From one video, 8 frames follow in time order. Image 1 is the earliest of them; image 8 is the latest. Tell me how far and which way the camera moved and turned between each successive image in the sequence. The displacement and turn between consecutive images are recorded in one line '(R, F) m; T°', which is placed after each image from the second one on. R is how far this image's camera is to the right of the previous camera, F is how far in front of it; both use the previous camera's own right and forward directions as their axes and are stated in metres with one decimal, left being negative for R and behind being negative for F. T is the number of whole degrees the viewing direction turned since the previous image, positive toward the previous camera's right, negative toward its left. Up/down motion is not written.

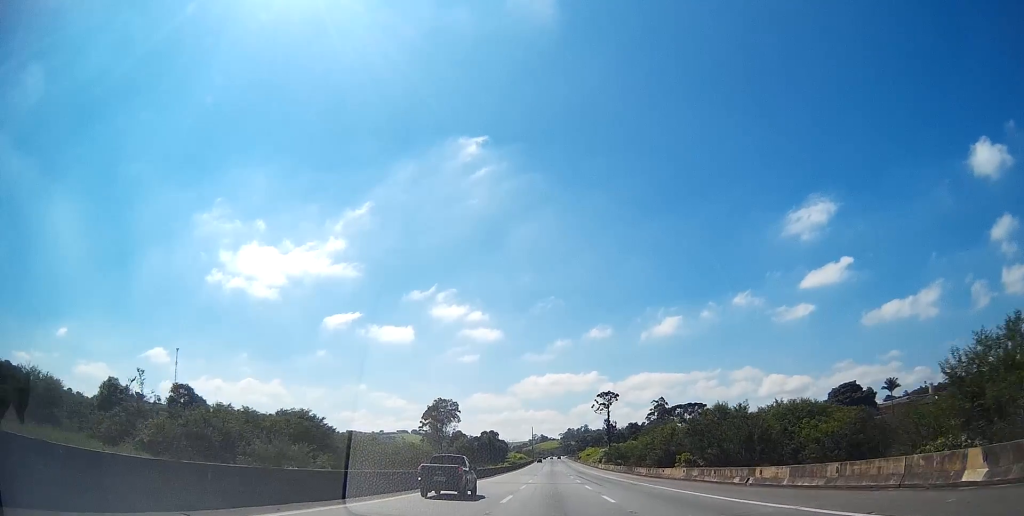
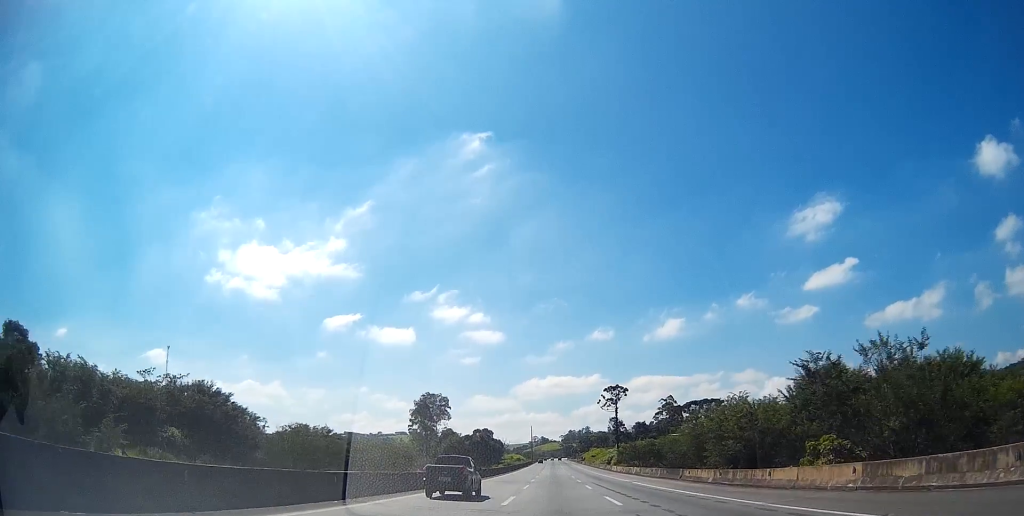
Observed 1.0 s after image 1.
(0.0, +25.0) m; 0°
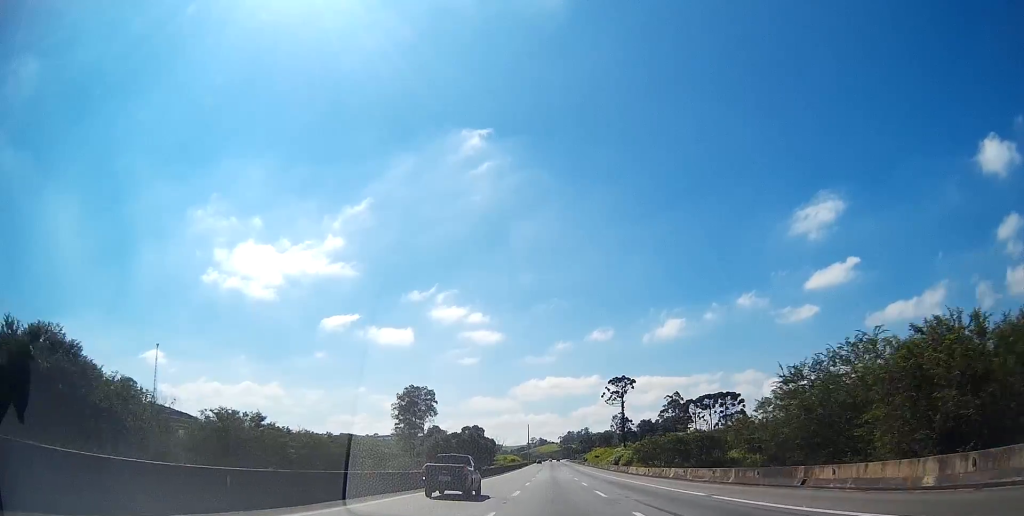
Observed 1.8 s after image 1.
(0.0, +22.3) m; 0°
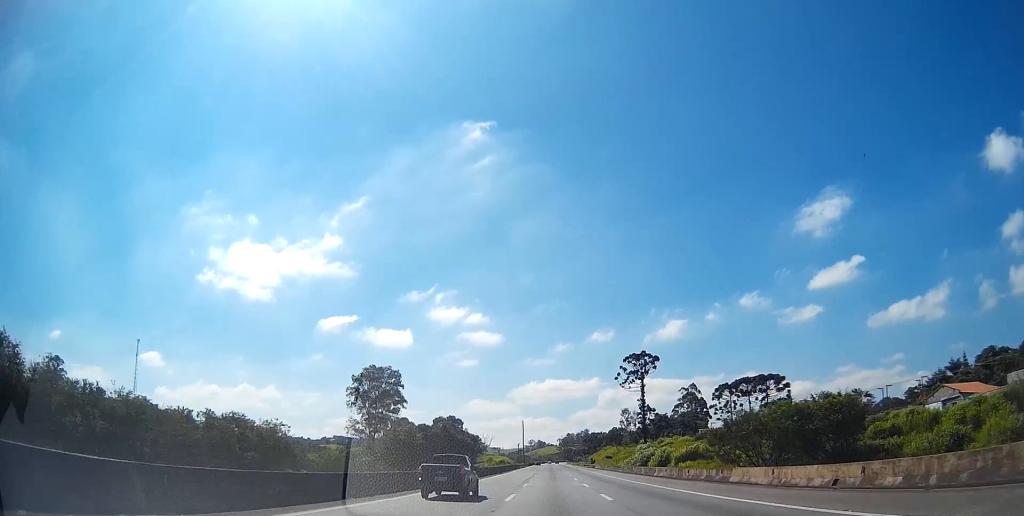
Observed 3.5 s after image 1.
(+0.2, +42.1) m; 0°
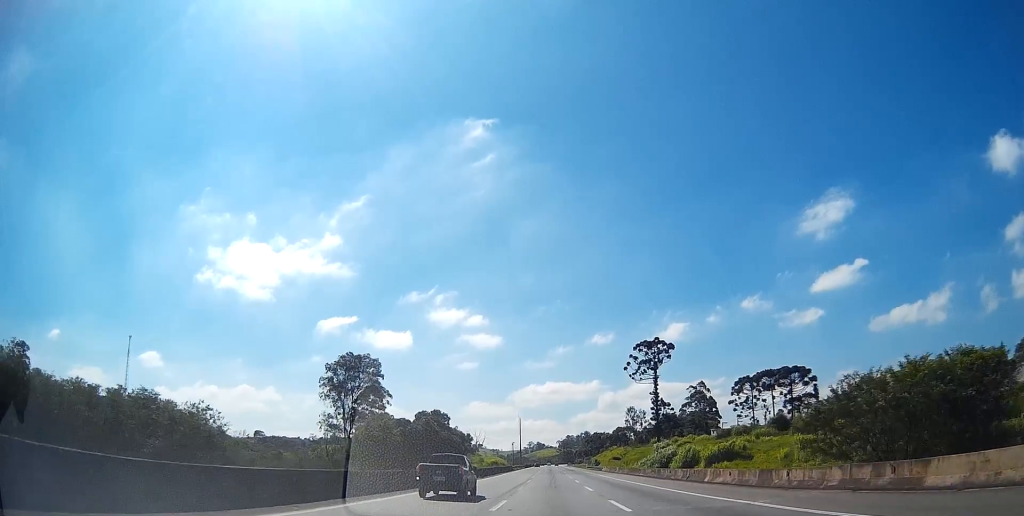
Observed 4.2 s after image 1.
(-0.1, +18.0) m; 0°
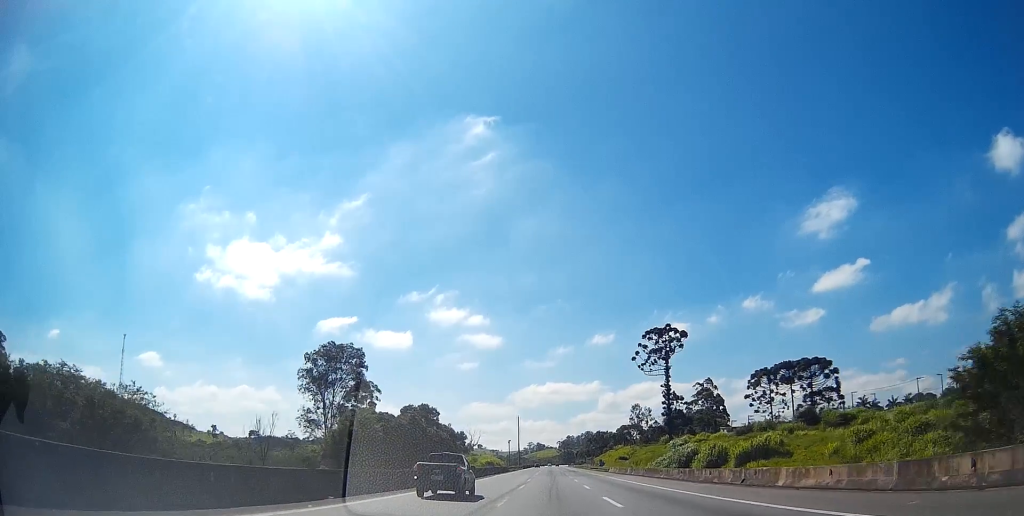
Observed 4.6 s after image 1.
(0.0, +12.0) m; 0°
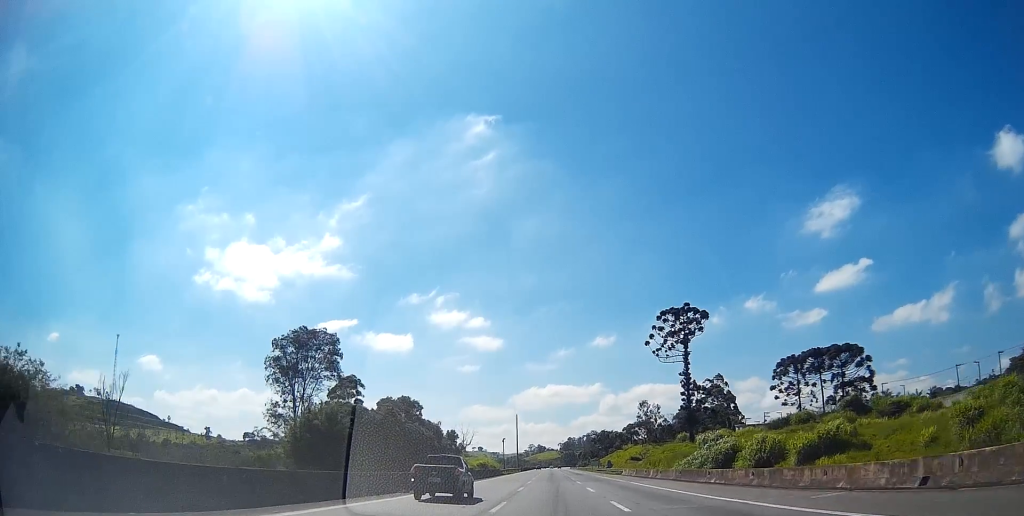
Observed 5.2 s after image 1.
(0.0, +15.5) m; 0°
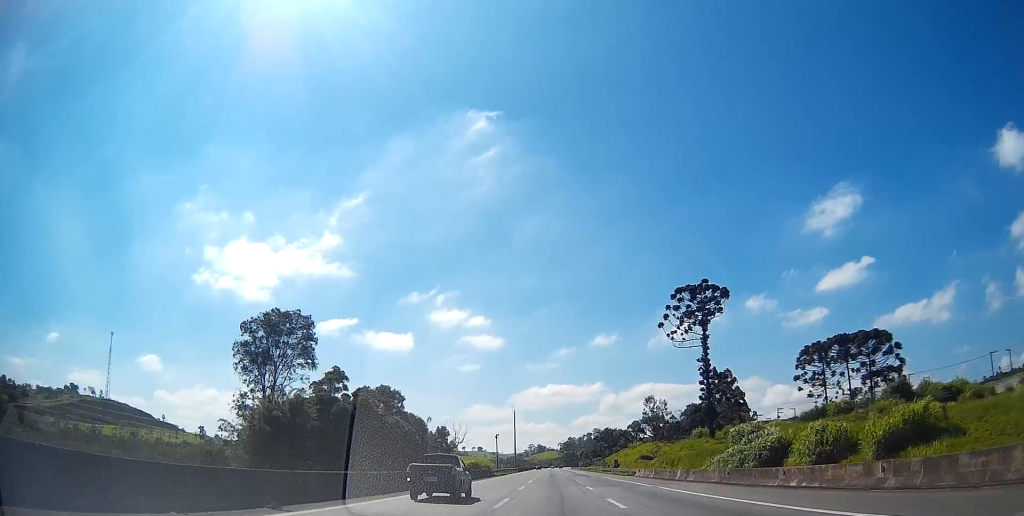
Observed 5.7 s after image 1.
(0.0, +12.0) m; 0°
